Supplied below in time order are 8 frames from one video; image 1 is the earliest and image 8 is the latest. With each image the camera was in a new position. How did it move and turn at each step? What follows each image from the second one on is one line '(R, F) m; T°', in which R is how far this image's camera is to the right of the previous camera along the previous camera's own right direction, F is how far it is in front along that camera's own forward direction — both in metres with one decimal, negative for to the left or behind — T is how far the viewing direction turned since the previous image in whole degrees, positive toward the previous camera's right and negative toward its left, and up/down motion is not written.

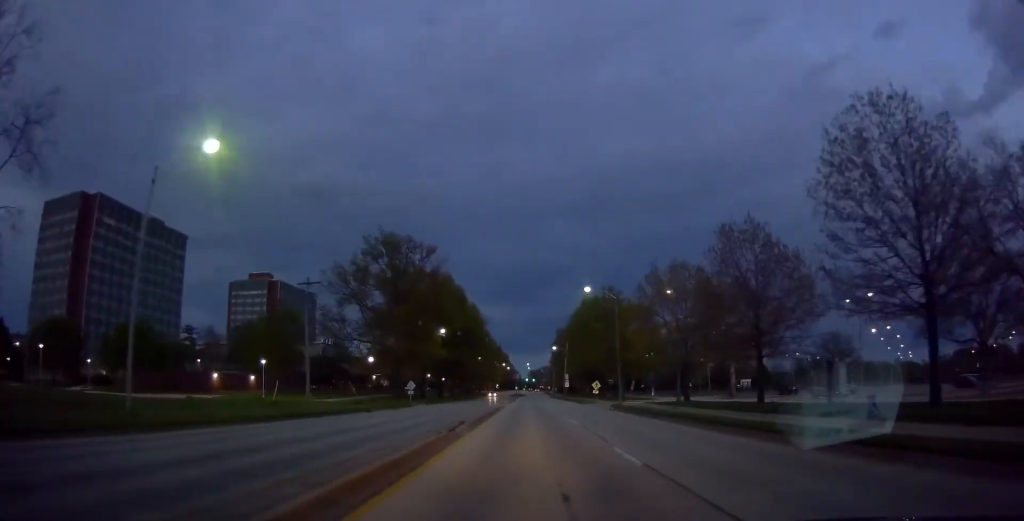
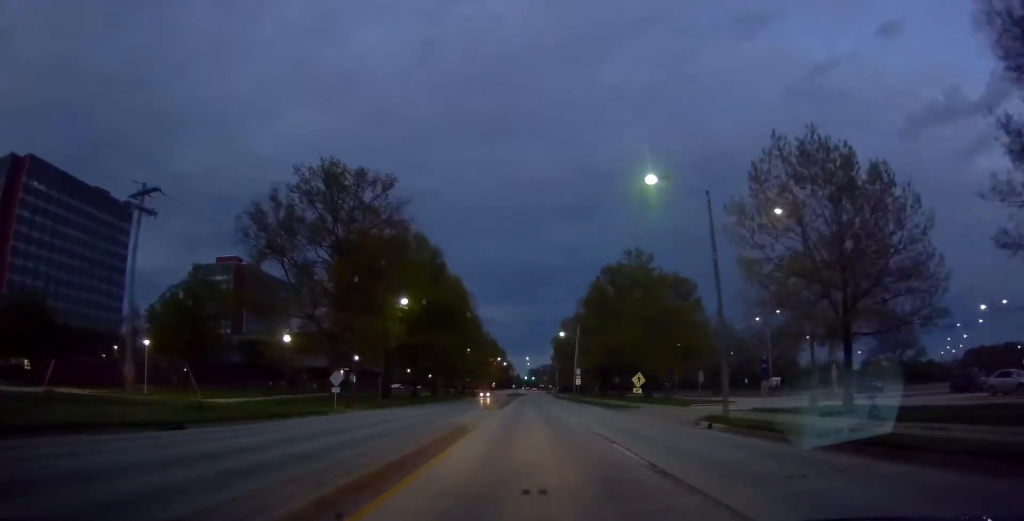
(+0.4, +36.2) m; +2°
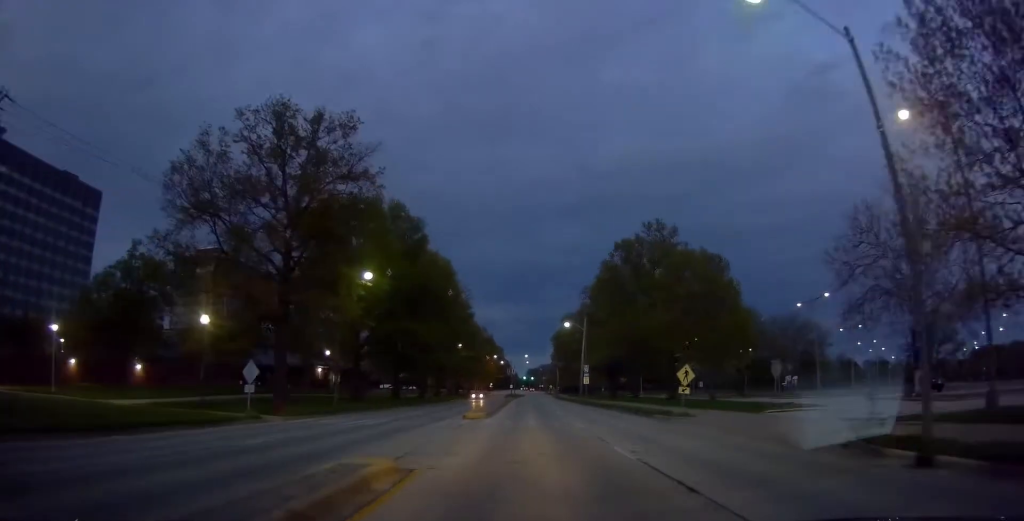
(+0.1, +11.0) m; +1°
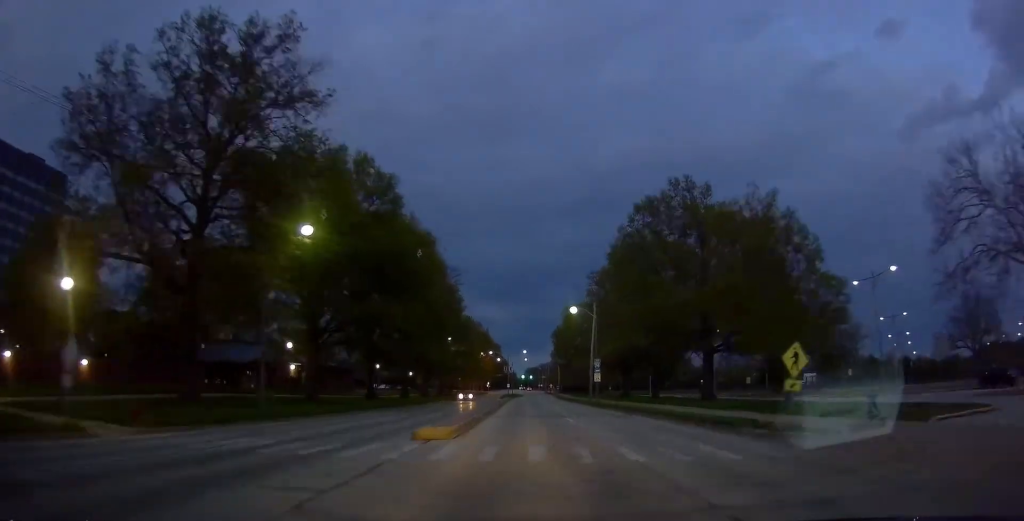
(+0.1, +10.6) m; 0°
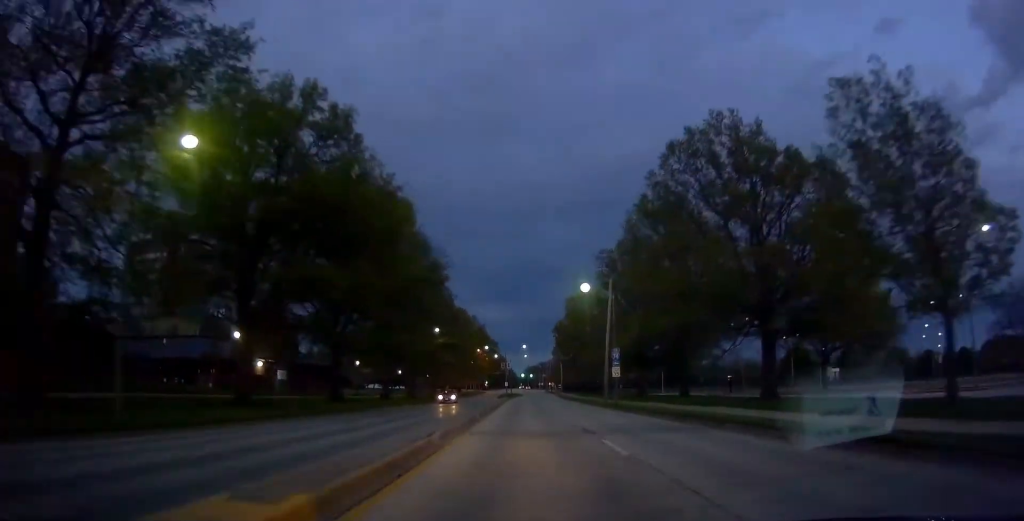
(0.0, +11.9) m; 0°
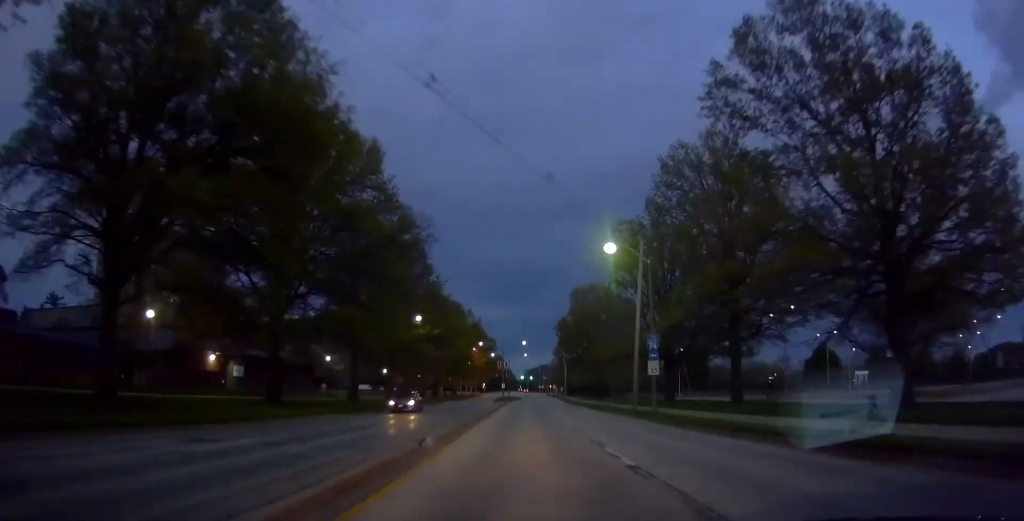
(0.0, +13.1) m; -1°
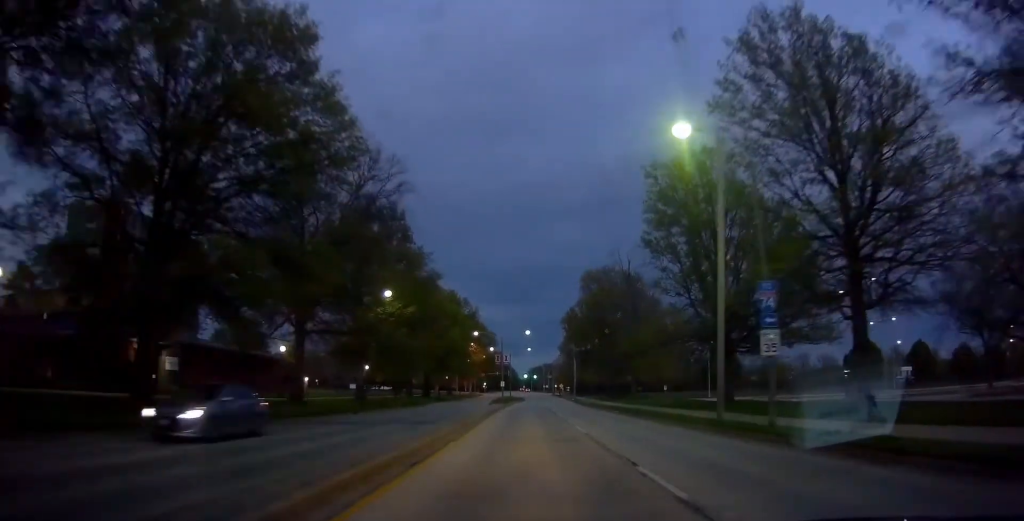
(-0.3, +14.8) m; -1°
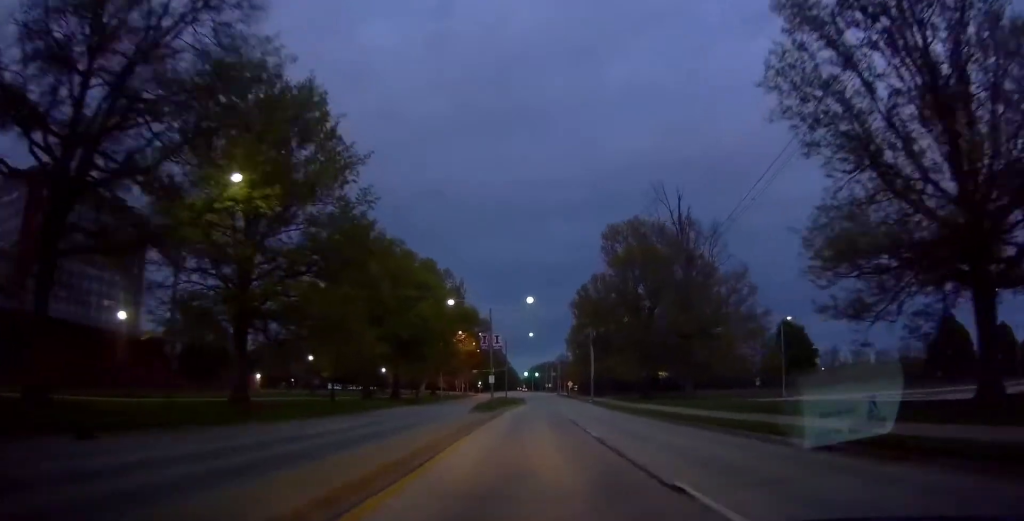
(+0.4, +26.1) m; +2°
